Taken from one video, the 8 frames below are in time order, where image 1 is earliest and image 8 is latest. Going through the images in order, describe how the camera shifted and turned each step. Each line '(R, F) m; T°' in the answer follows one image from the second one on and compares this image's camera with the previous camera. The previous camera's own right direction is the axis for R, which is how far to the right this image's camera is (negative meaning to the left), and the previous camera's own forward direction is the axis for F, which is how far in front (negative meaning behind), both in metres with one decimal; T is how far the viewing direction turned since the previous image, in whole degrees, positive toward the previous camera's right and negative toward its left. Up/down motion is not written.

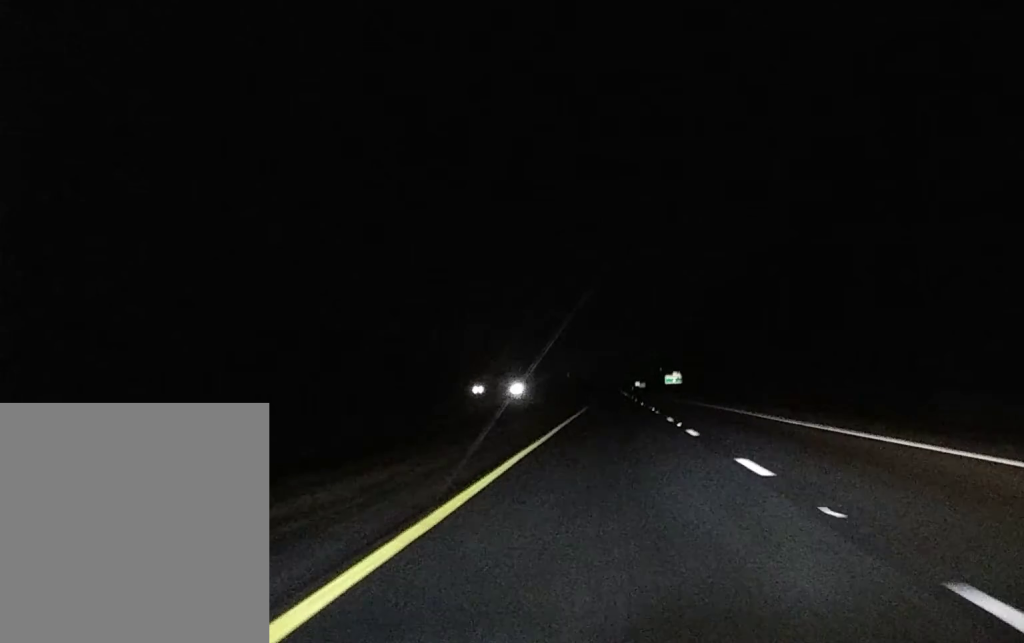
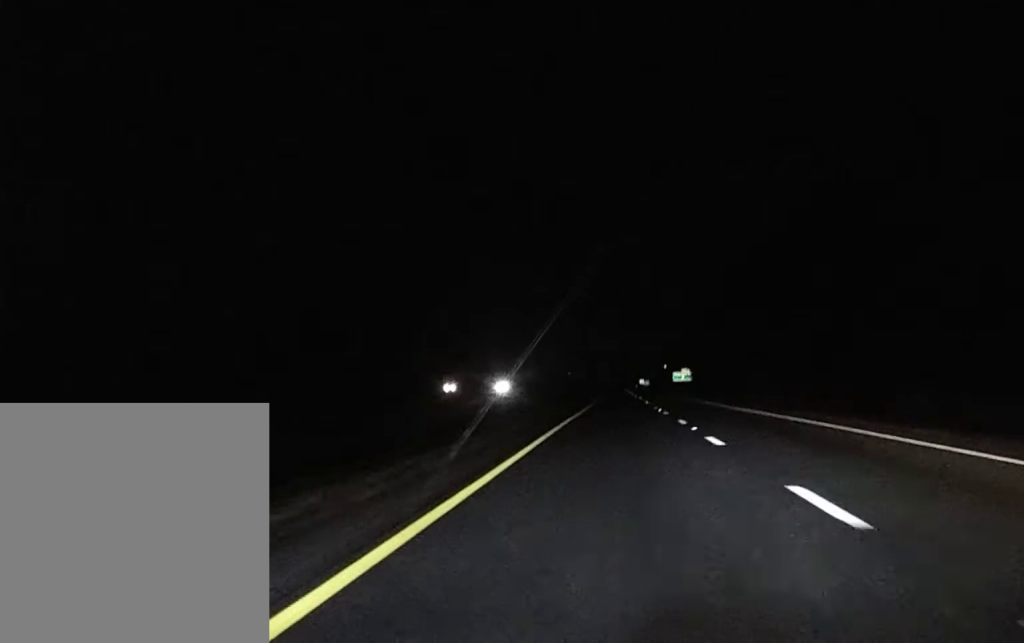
(-0.1, +31.3) m; -1°
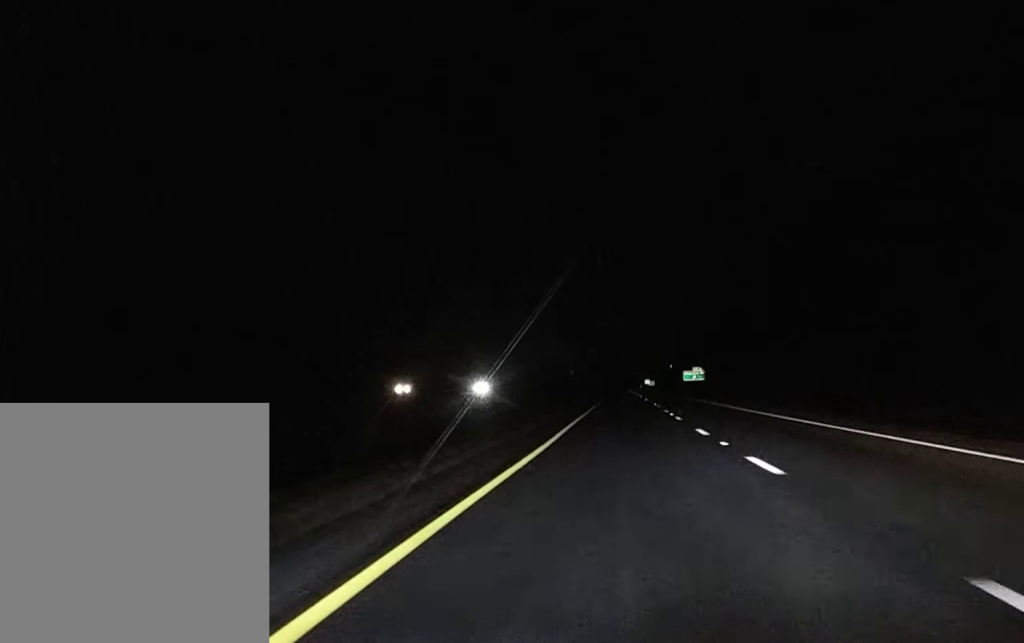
(-0.1, +35.6) m; 0°
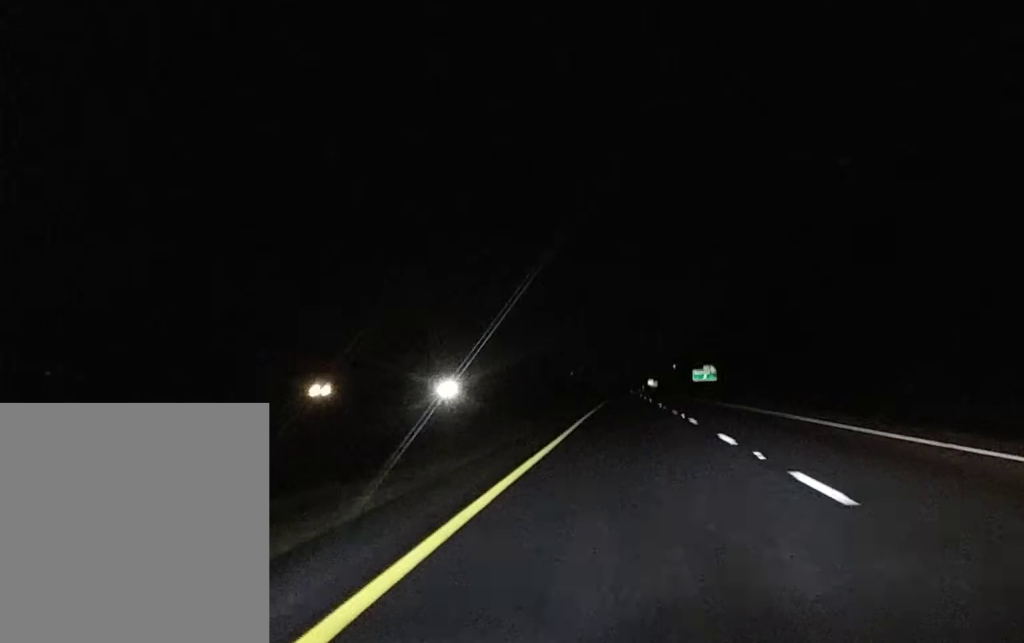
(+0.1, +36.3) m; 0°
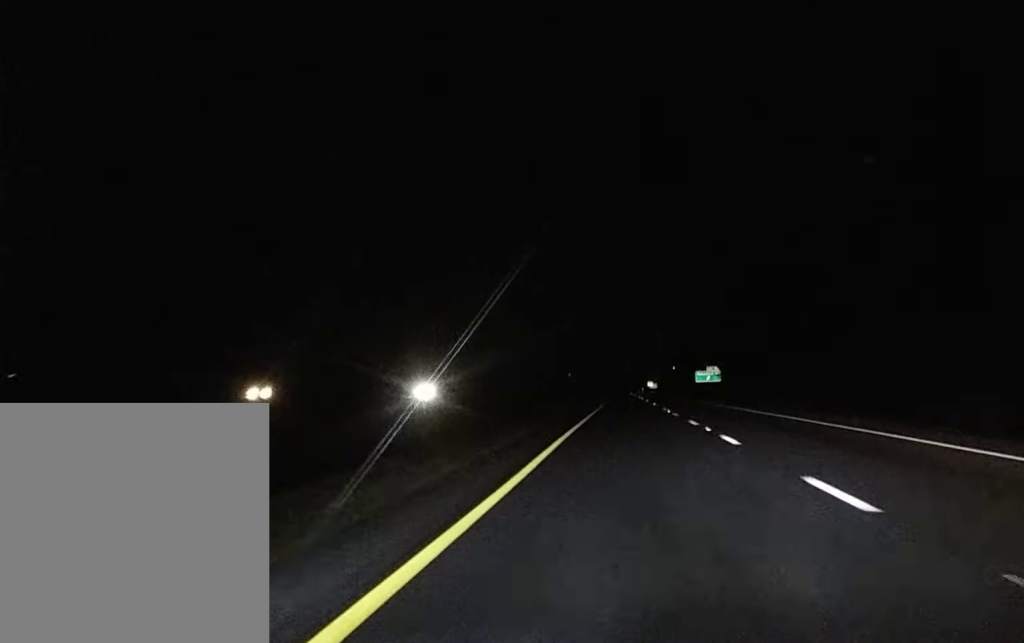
(+0.1, +16.3) m; 0°
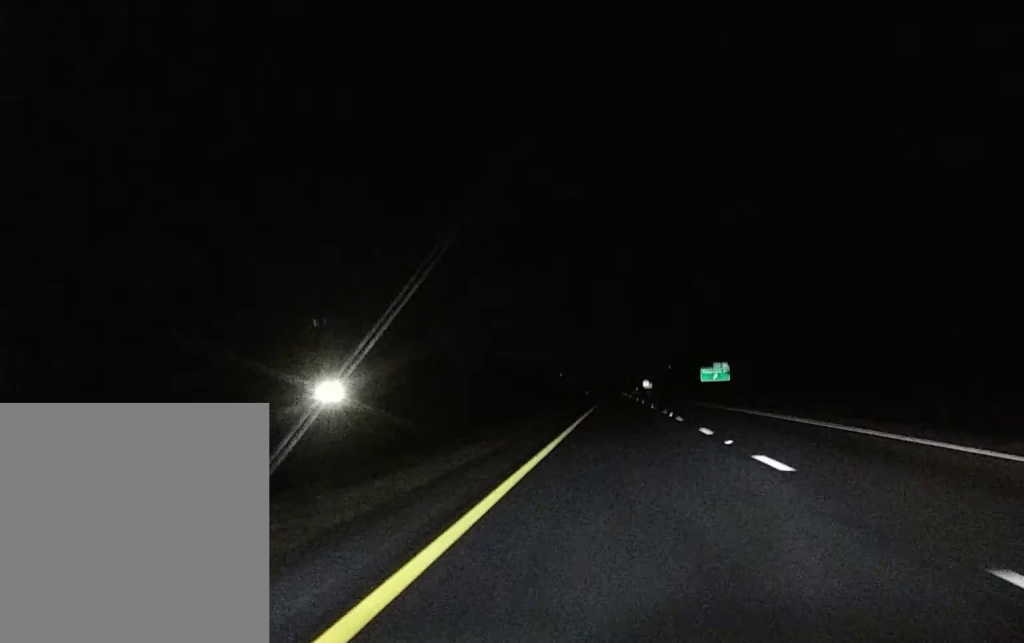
(+0.2, +43.6) m; 0°
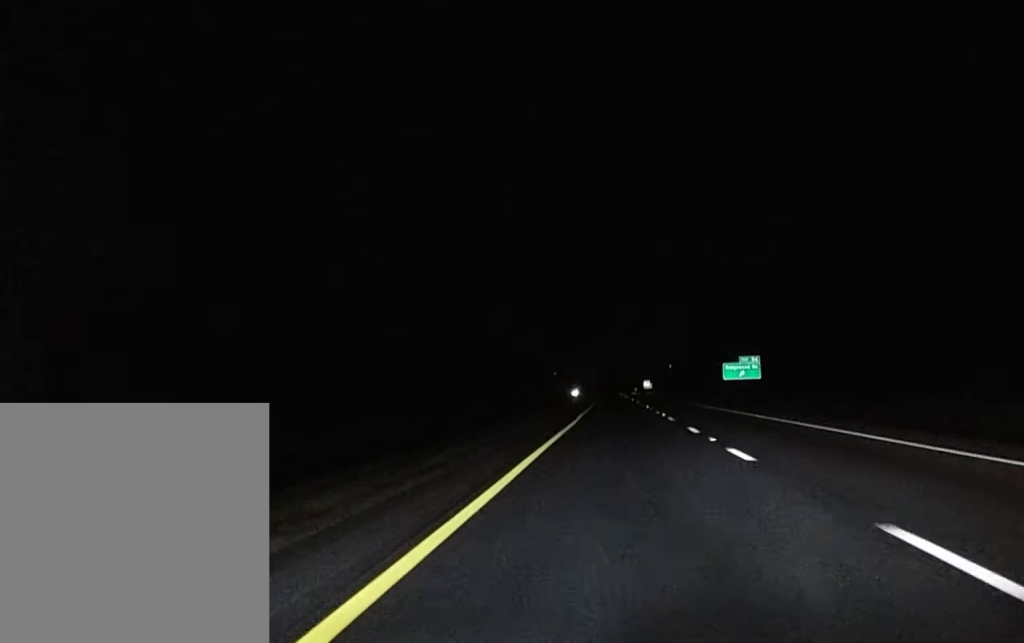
(-0.1, +48.8) m; -1°
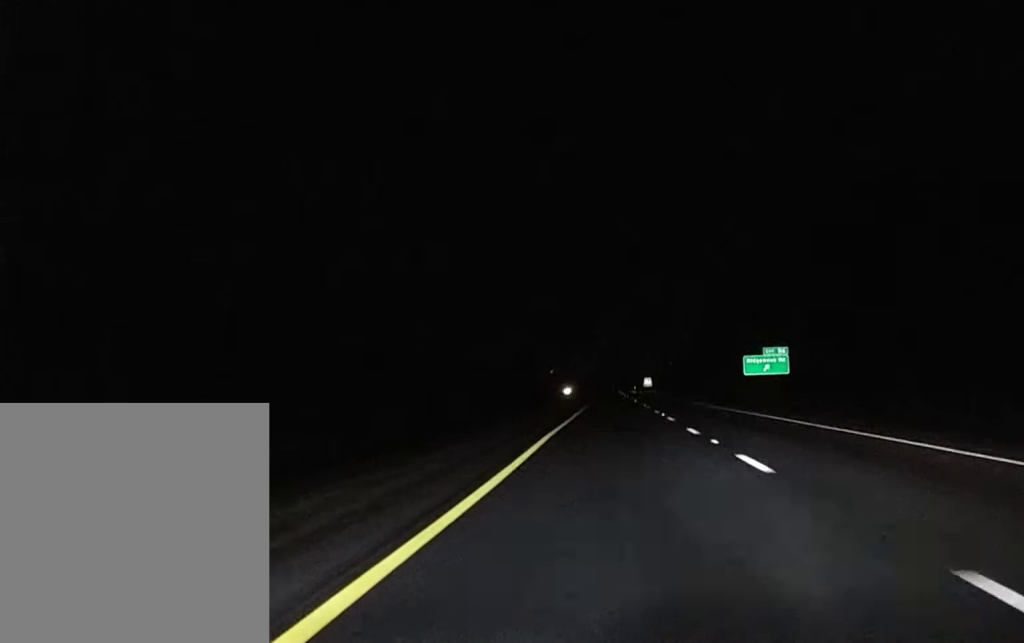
(-0.2, +26.4) m; 0°
